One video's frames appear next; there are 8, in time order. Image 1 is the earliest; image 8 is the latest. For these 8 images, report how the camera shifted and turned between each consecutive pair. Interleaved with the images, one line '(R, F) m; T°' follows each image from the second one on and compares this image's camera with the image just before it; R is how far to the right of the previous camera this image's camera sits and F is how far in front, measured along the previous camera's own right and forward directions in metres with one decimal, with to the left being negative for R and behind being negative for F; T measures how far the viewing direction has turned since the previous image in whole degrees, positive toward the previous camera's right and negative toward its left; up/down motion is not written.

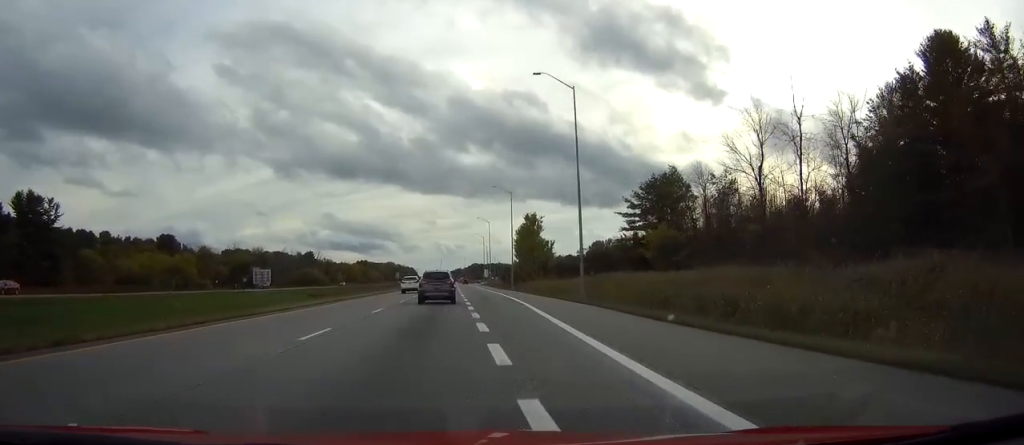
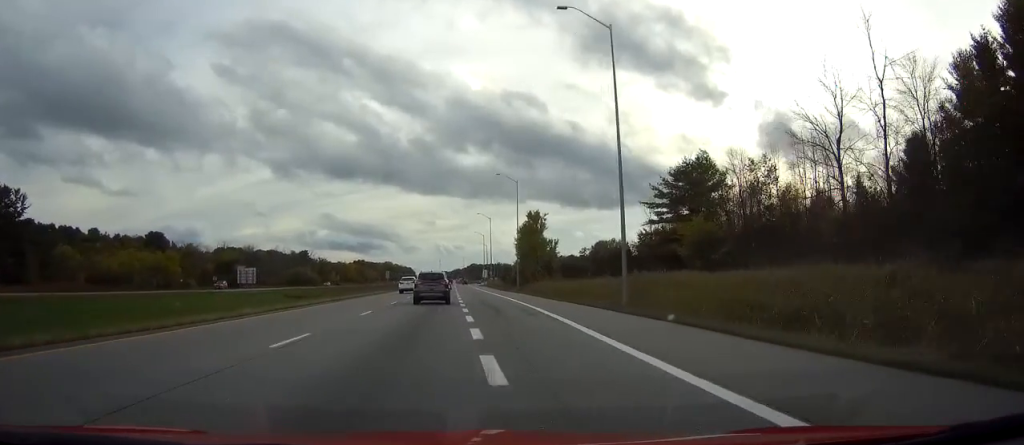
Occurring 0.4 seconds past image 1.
(0.0, +13.3) m; 0°
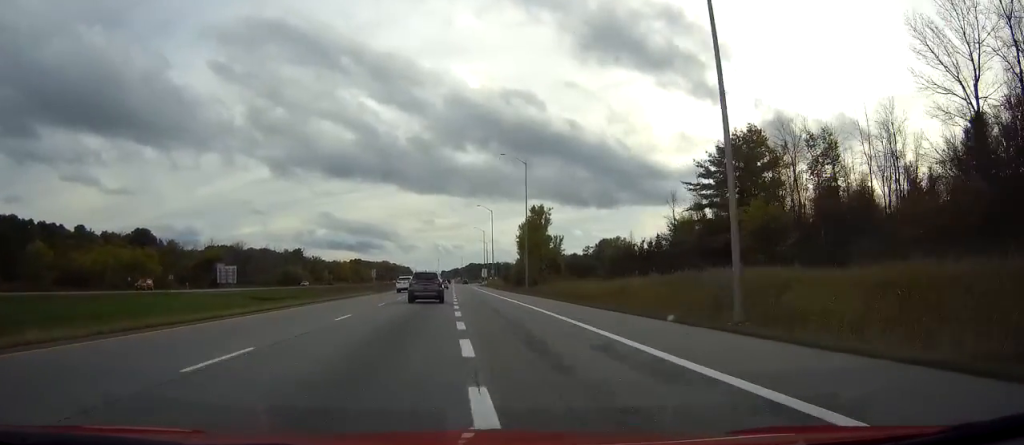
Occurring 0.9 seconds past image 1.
(0.0, +15.2) m; 0°
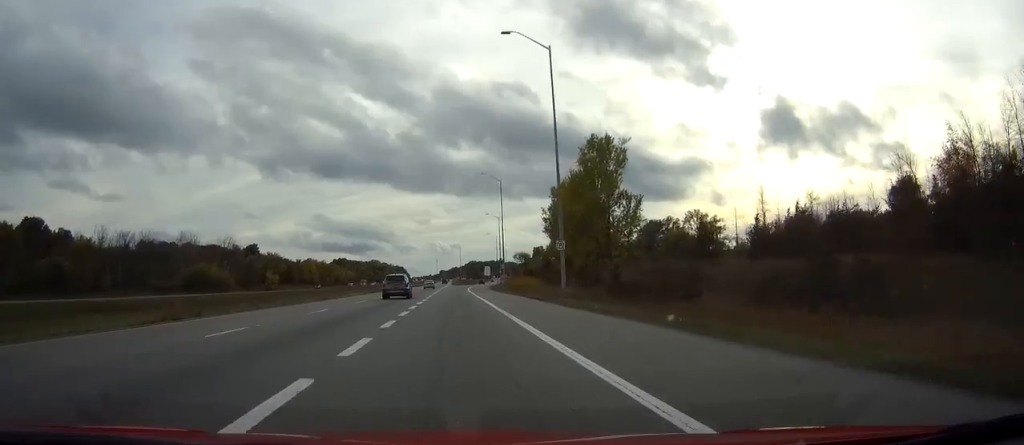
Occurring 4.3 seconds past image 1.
(0.0, +100.9) m; 0°
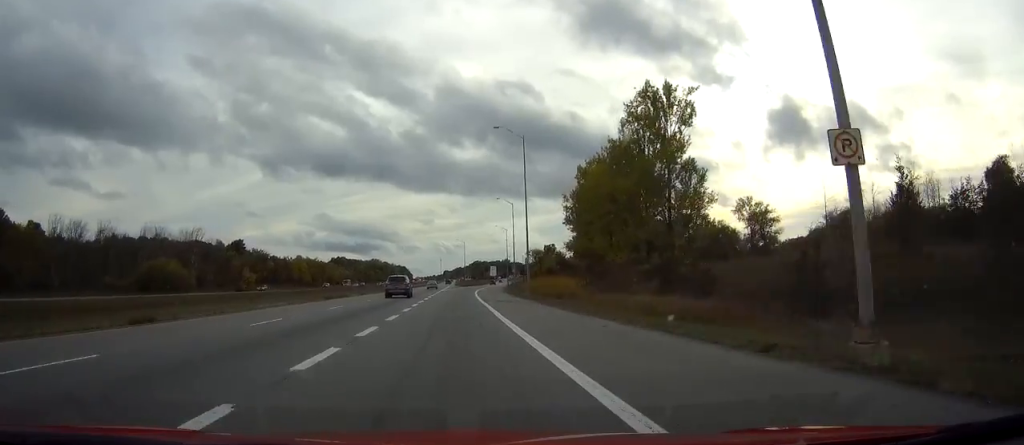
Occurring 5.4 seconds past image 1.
(0.0, +31.4) m; 0°
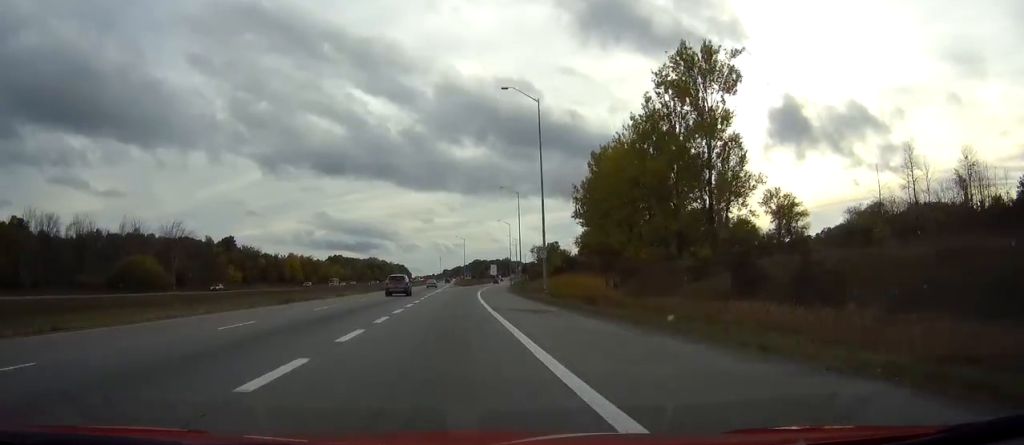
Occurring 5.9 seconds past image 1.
(0.0, +14.0) m; 0°
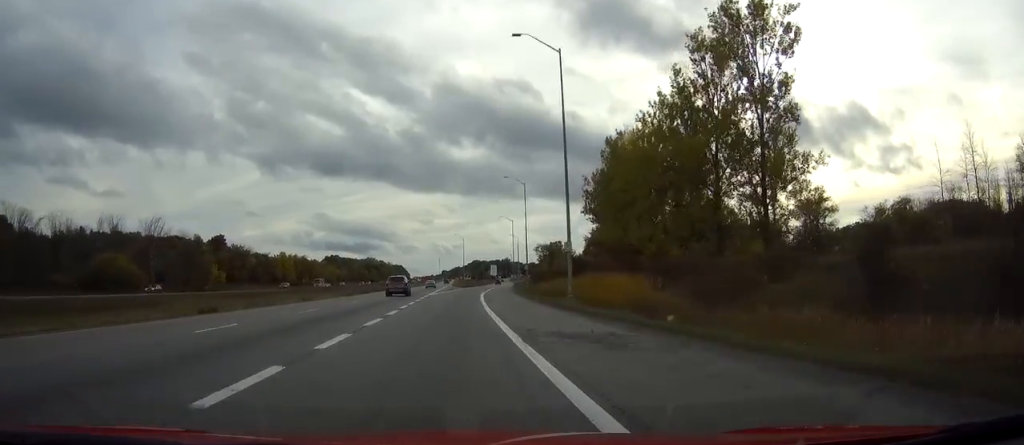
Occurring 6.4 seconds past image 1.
(0.0, +13.0) m; 0°
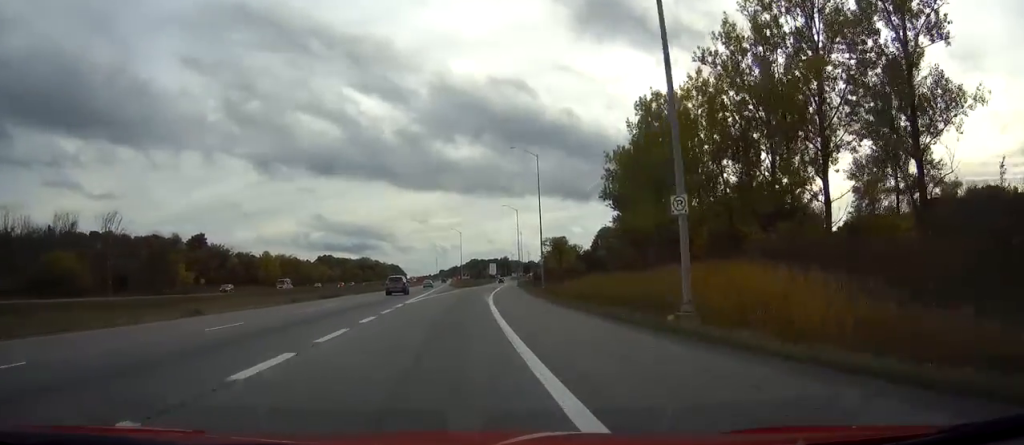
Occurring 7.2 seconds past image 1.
(0.0, +21.9) m; 0°
